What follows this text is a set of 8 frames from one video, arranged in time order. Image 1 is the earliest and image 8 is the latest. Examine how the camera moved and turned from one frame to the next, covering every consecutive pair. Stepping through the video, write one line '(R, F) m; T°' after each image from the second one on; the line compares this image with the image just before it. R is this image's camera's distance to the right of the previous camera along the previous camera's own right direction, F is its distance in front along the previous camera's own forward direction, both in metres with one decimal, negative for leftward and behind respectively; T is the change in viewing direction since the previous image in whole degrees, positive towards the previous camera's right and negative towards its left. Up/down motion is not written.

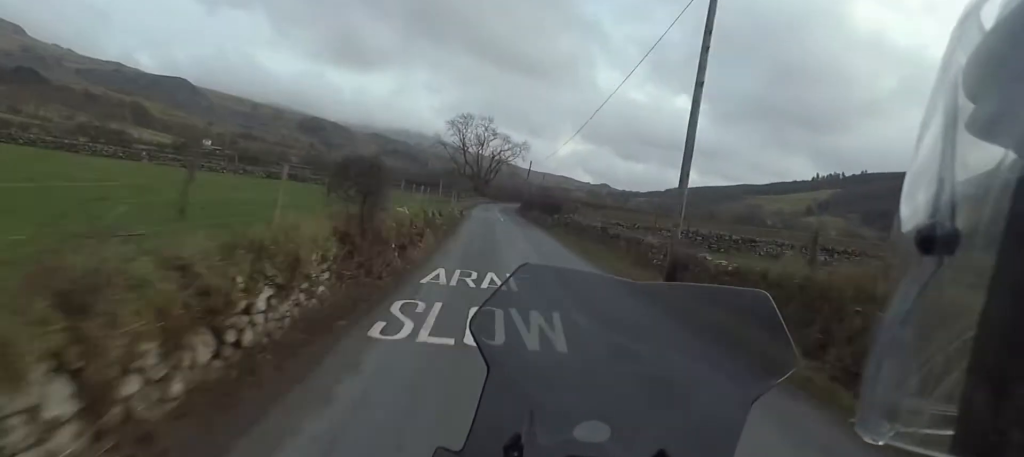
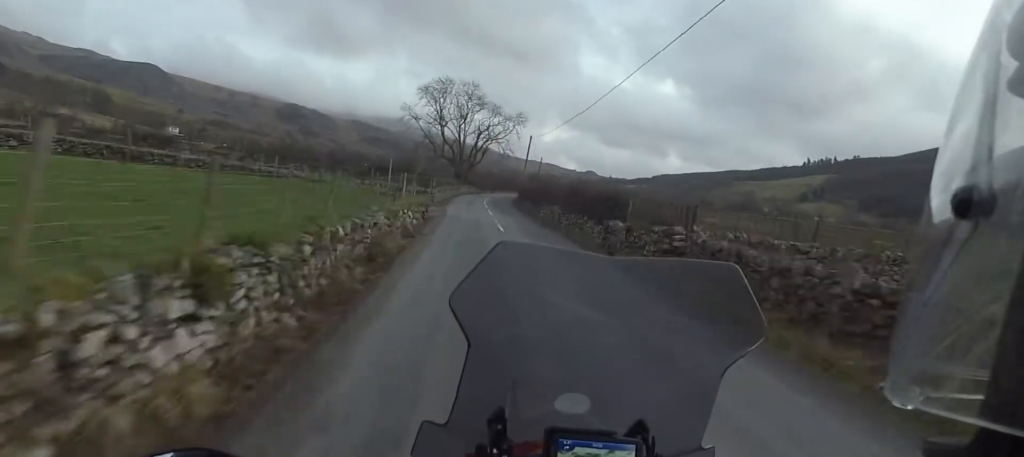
(+0.3, +21.5) m; +1°
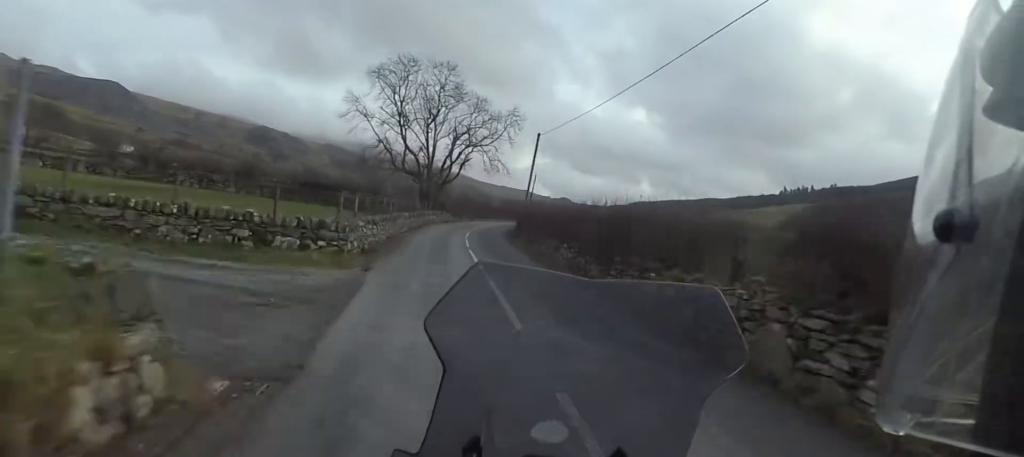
(+0.4, +22.7) m; +1°
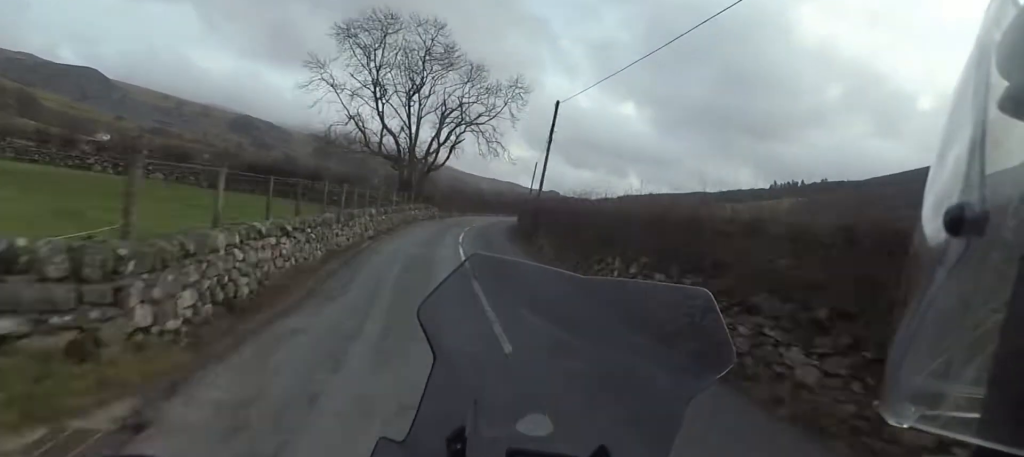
(-0.2, +9.9) m; 0°
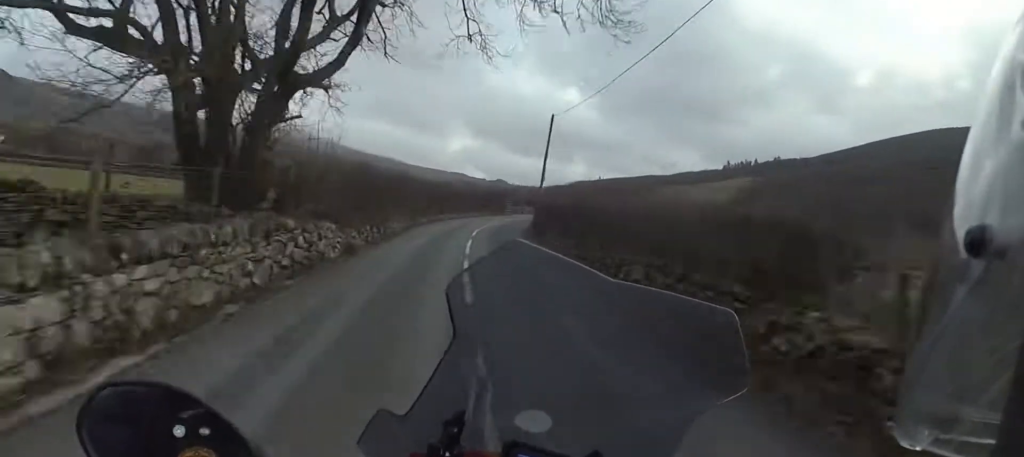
(+0.8, +31.7) m; +3°
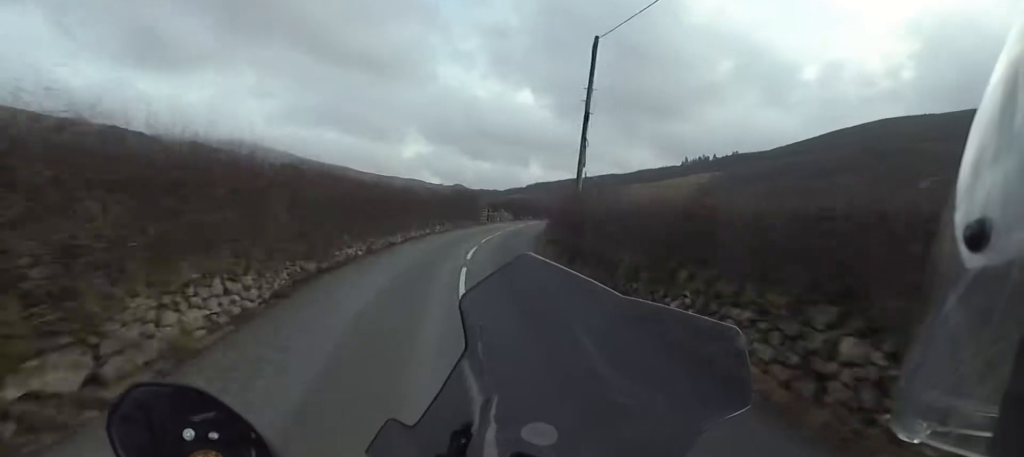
(-0.1, +17.0) m; +4°
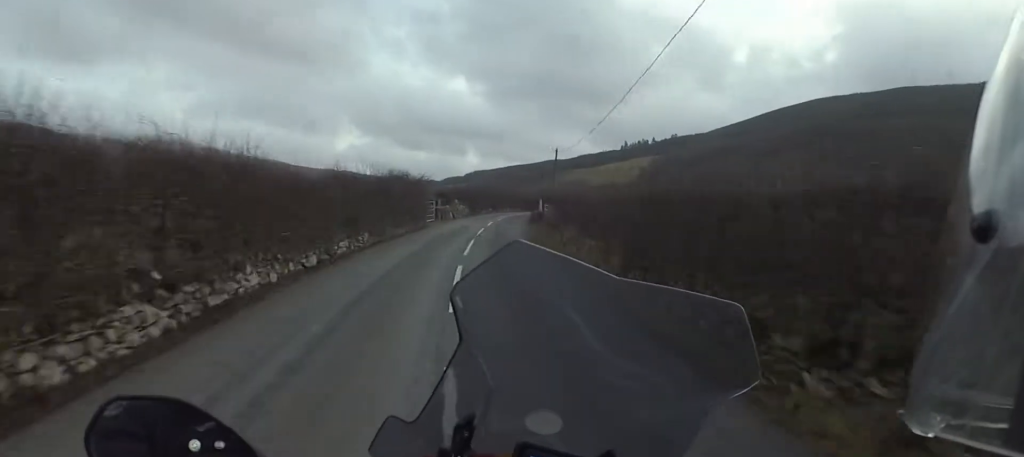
(+1.4, +18.8) m; +6°
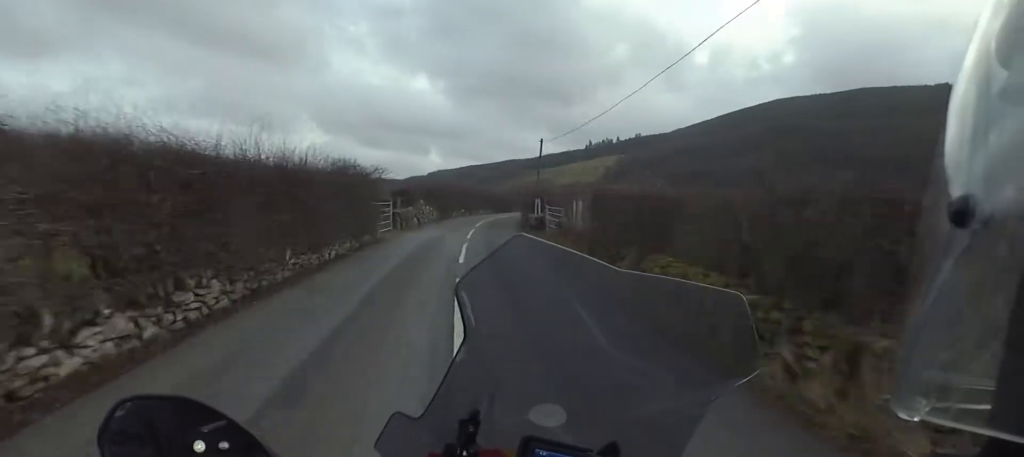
(+0.3, +11.3) m; +3°
